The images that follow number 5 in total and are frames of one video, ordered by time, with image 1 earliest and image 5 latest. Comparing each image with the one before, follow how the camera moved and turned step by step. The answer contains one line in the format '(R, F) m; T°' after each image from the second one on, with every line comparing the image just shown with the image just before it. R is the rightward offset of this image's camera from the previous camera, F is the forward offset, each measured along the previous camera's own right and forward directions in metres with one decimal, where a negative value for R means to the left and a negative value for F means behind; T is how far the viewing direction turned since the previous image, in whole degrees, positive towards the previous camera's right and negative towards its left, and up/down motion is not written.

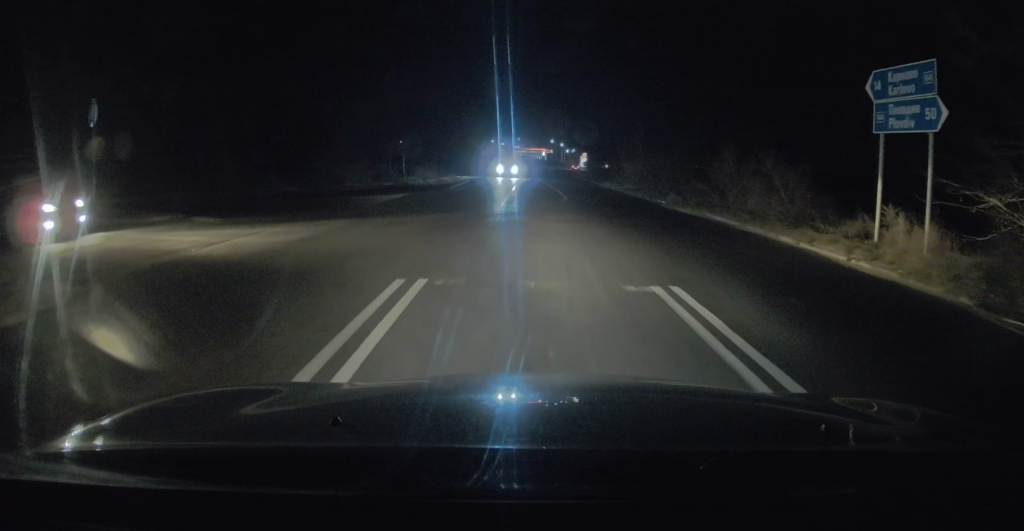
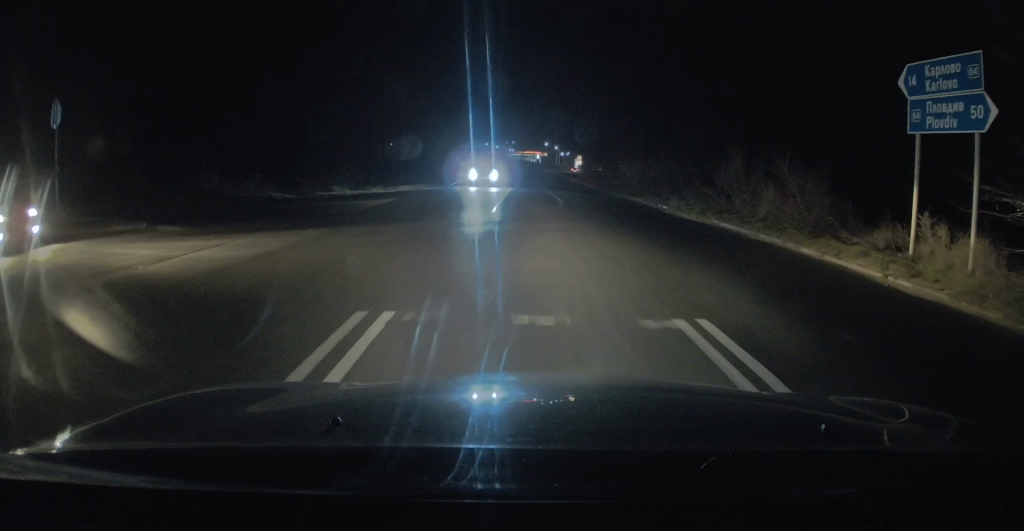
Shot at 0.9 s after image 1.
(+0.2, +2.0) m; +3°
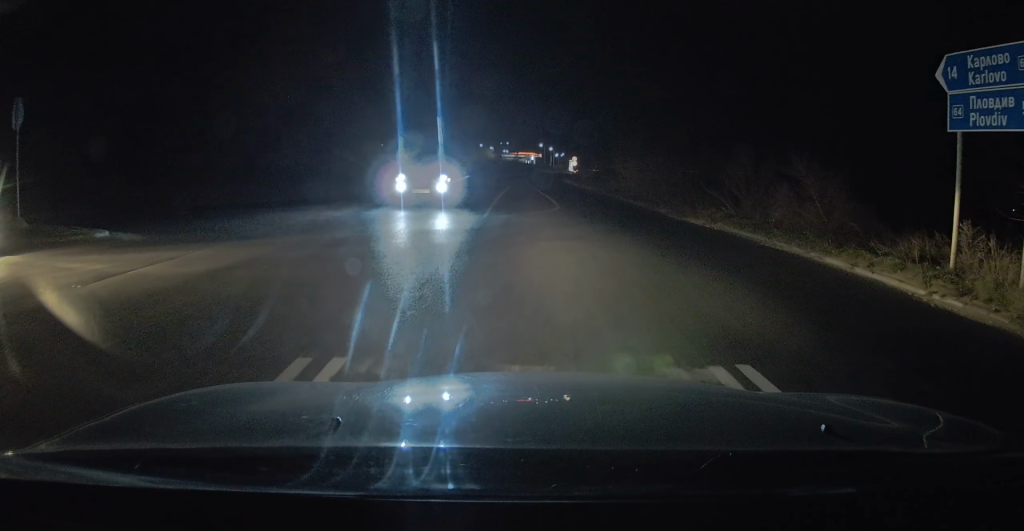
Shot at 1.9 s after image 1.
(-0.1, +1.2) m; 0°
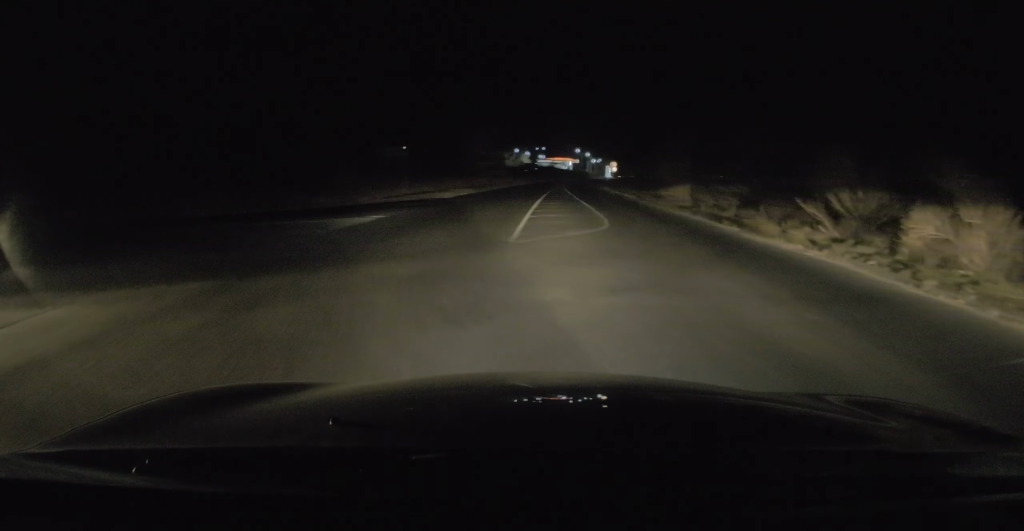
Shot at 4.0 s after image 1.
(-0.2, +1.8) m; -14°
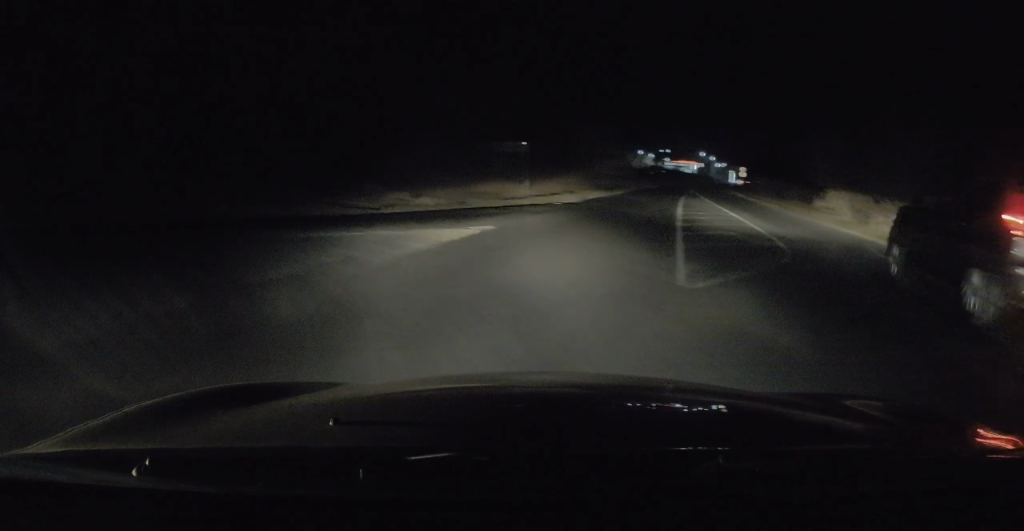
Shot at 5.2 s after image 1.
(-0.1, +2.8) m; -9°
